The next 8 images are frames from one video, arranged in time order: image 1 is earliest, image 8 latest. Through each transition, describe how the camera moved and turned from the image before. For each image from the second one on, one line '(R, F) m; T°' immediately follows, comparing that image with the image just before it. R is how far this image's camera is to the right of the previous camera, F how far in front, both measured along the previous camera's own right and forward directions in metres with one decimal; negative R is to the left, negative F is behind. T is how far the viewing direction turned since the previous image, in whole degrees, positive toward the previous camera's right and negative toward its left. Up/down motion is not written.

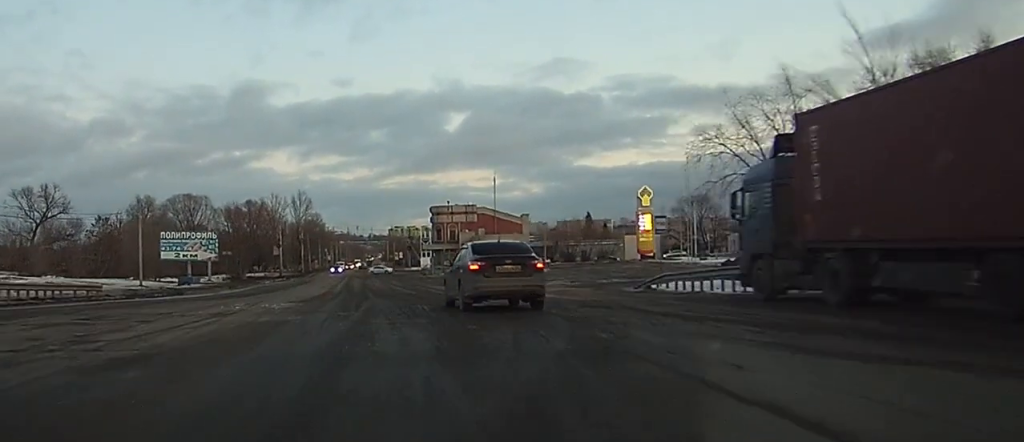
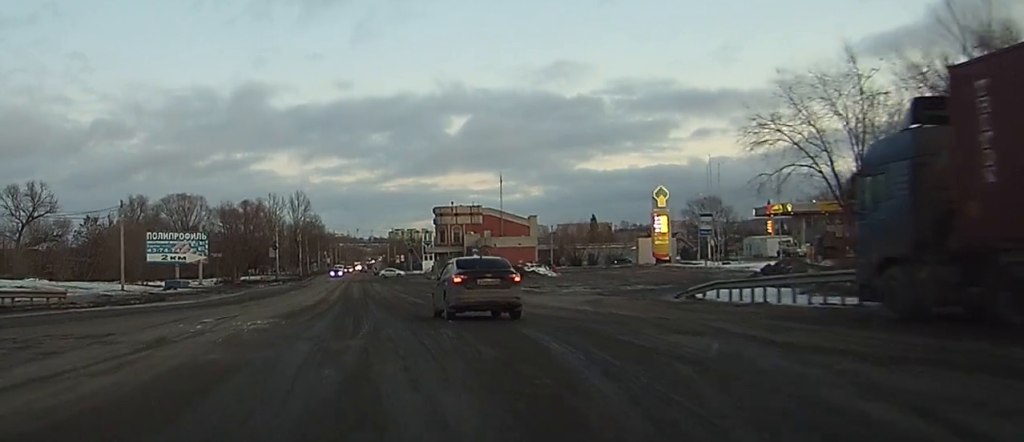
(0.0, +5.9) m; 0°
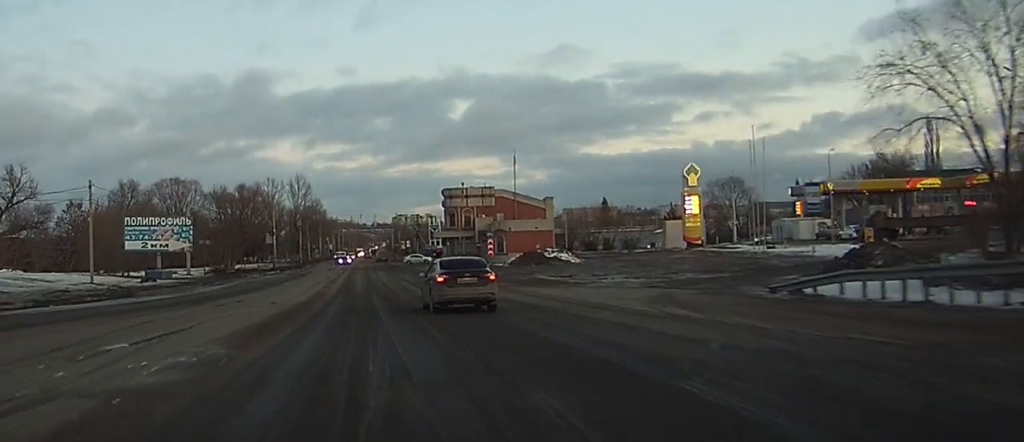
(0.0, +9.4) m; 0°
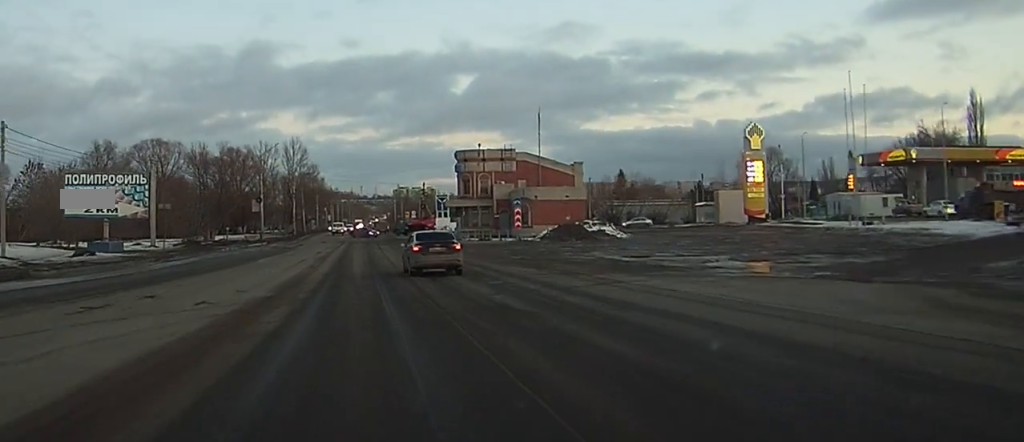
(-0.1, +16.1) m; -1°
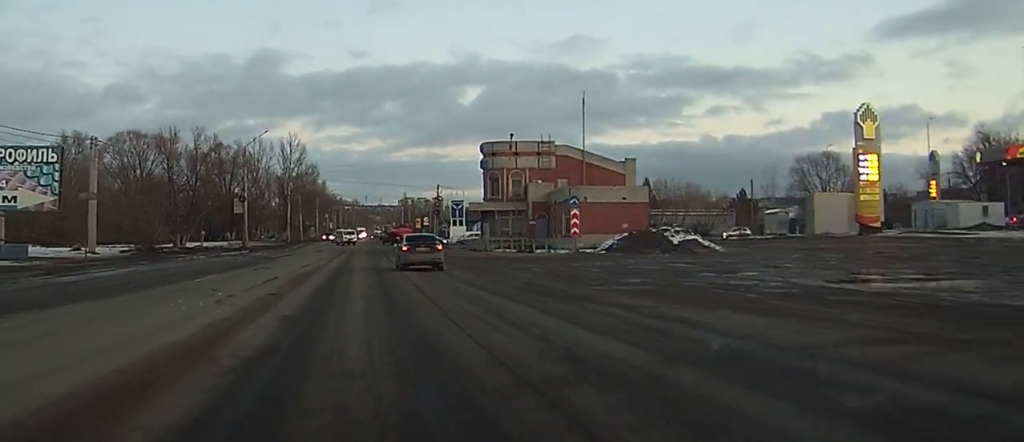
(-0.1, +18.7) m; -1°
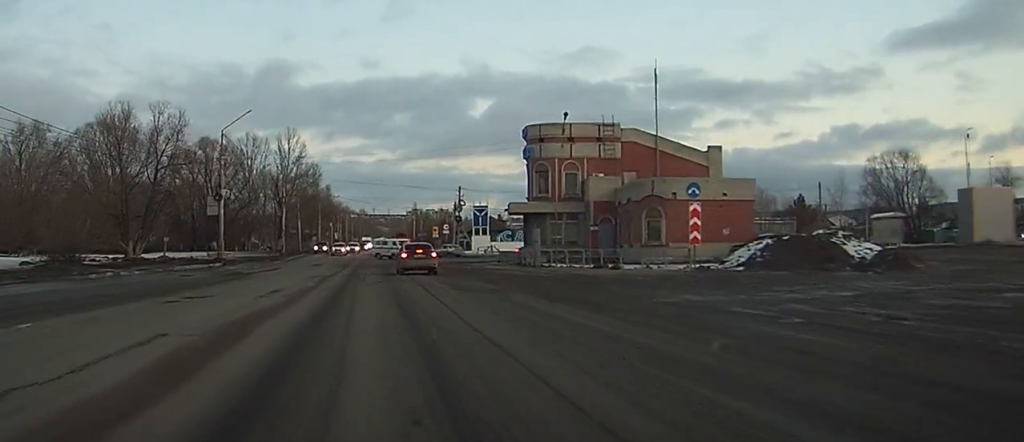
(0.0, +19.3) m; 0°
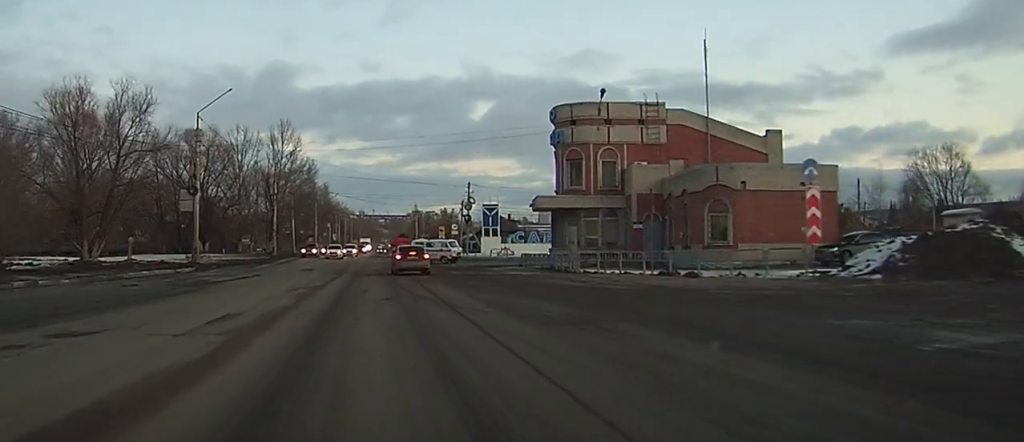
(-0.1, +10.2) m; 0°
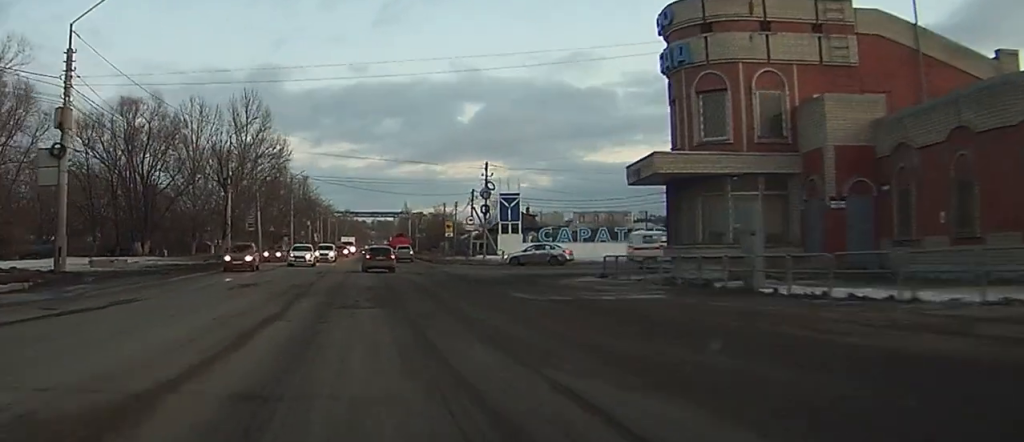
(+0.3, +24.2) m; +1°
